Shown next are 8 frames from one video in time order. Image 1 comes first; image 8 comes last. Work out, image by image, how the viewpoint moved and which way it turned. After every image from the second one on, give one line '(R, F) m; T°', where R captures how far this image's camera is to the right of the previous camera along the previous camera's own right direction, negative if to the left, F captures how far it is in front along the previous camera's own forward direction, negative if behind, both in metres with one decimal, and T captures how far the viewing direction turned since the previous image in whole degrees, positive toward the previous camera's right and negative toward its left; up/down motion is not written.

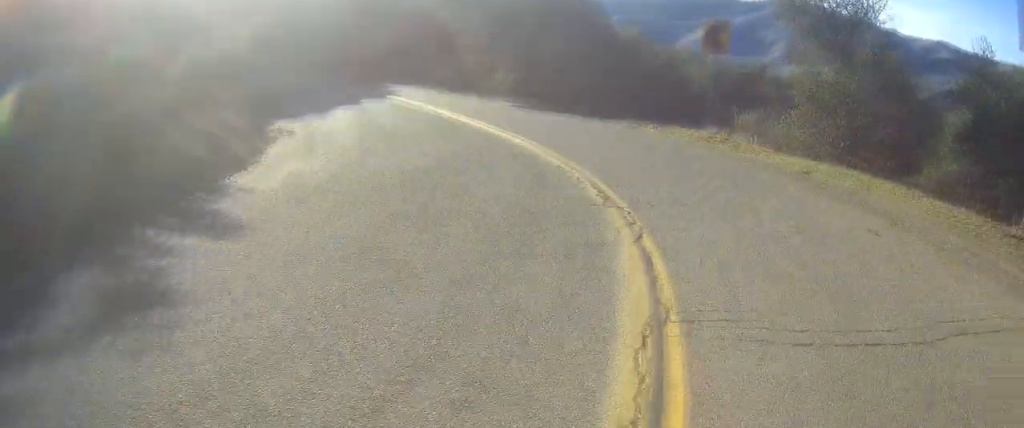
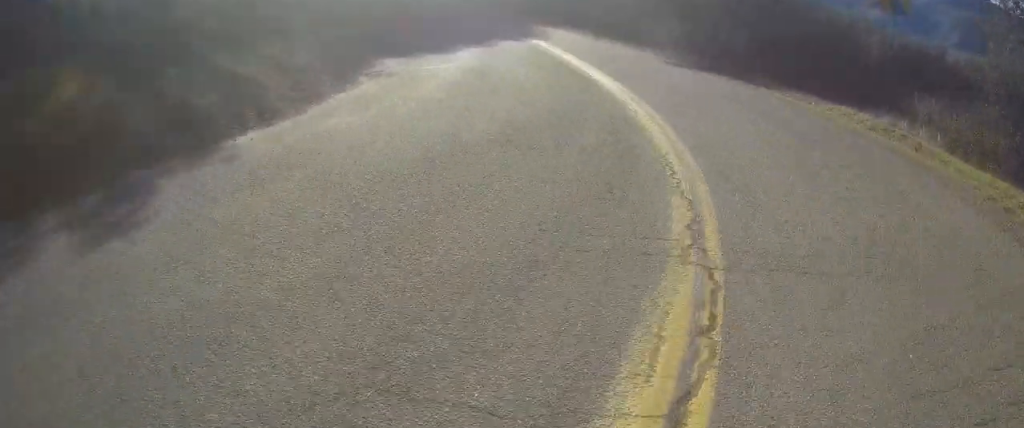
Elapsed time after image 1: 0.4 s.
(+0.1, +4.9) m; 0°
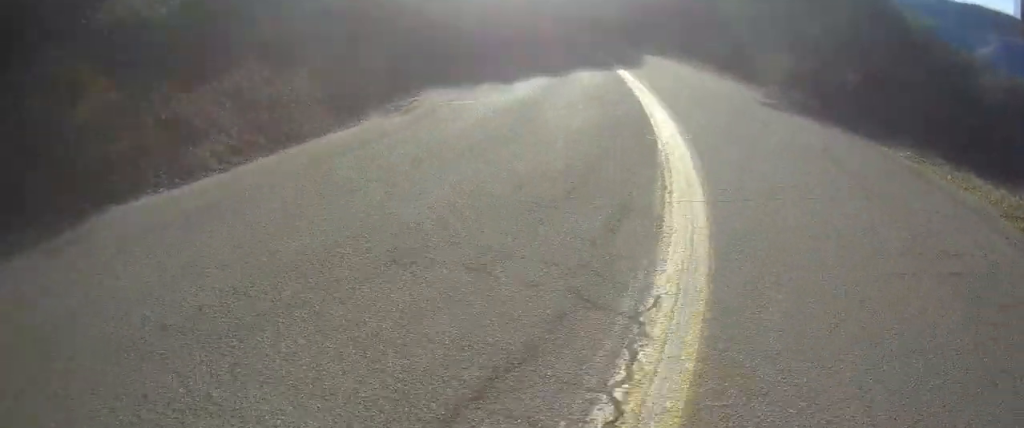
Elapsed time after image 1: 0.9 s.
(+0.1, +4.9) m; +1°
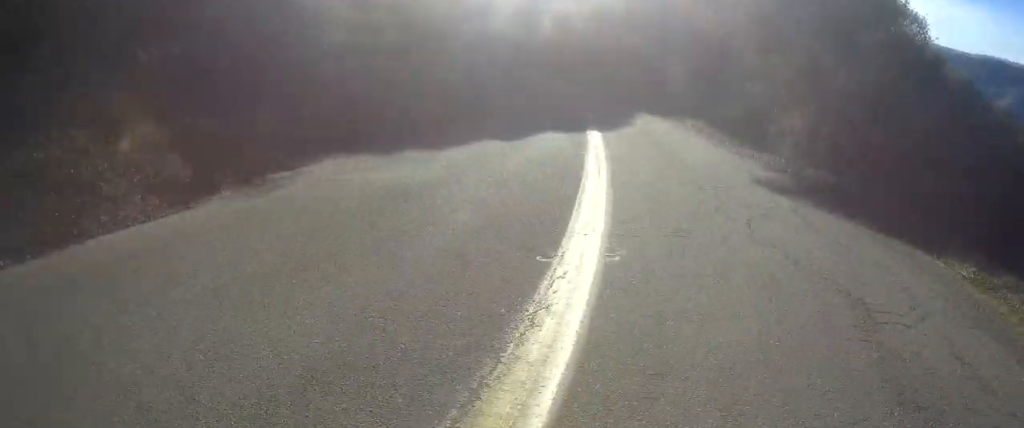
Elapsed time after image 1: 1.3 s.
(0.0, +5.1) m; -6°
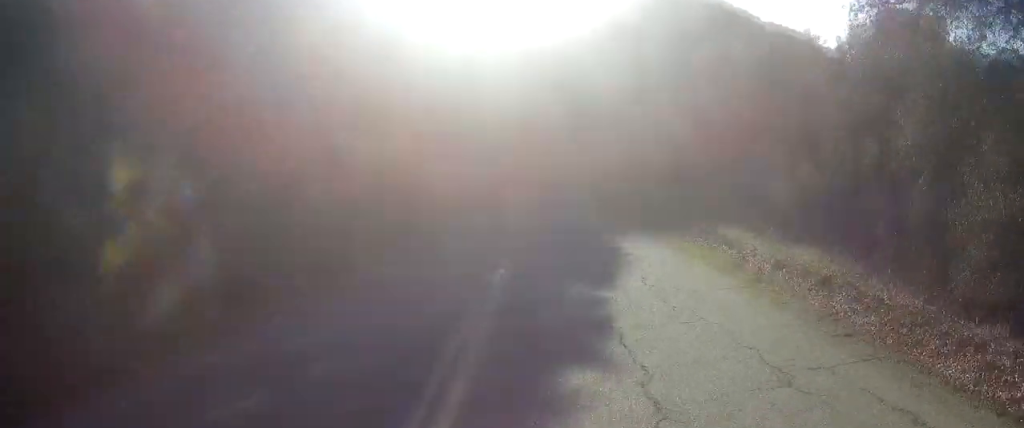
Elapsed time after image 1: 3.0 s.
(-5.4, +14.5) m; -55°
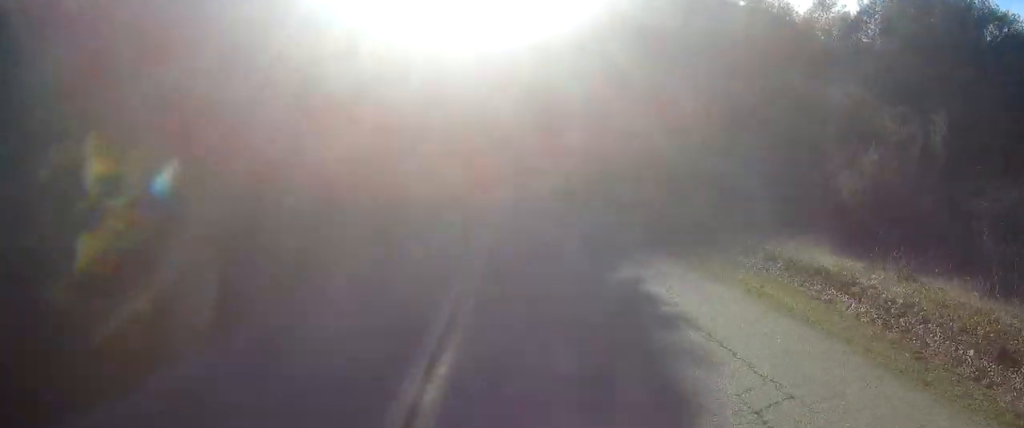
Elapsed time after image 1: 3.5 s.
(-1.2, +4.4) m; -12°
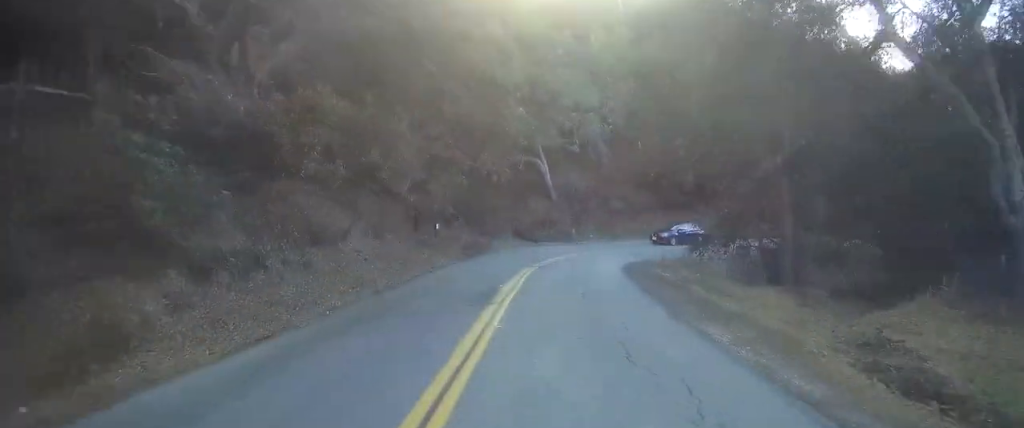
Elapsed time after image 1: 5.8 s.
(-4.1, +21.4) m; -9°
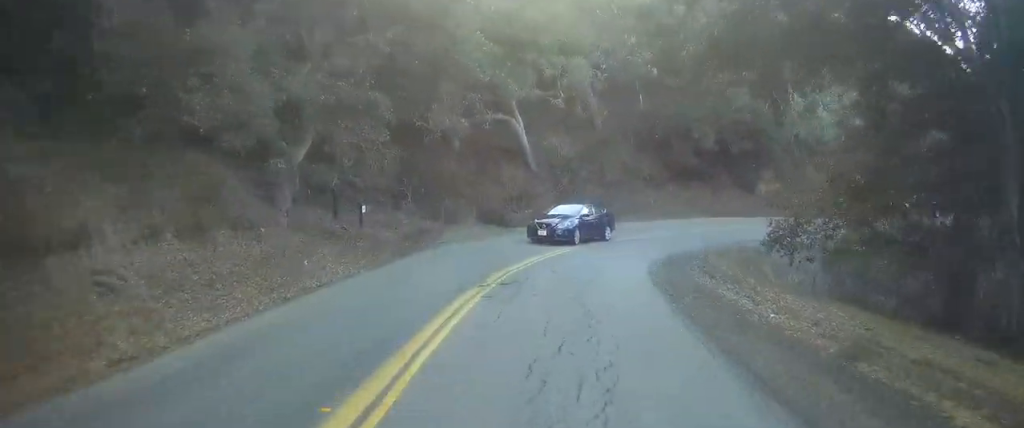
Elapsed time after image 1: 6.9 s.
(+0.5, +13.6) m; +3°
